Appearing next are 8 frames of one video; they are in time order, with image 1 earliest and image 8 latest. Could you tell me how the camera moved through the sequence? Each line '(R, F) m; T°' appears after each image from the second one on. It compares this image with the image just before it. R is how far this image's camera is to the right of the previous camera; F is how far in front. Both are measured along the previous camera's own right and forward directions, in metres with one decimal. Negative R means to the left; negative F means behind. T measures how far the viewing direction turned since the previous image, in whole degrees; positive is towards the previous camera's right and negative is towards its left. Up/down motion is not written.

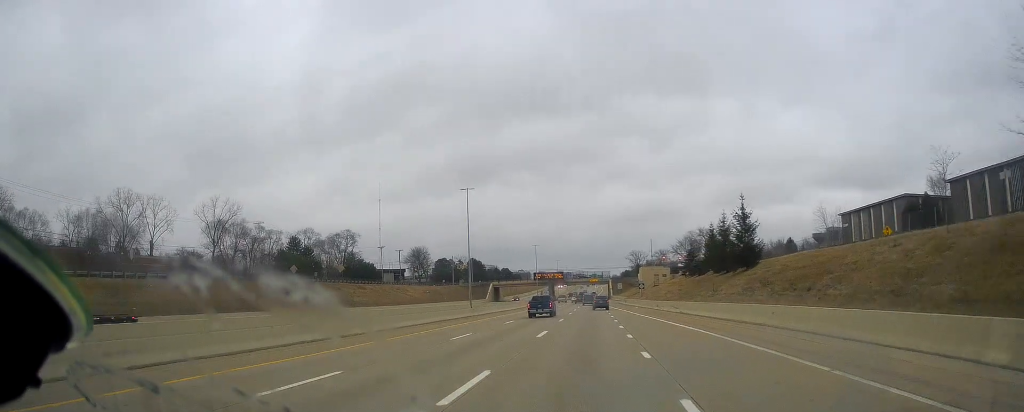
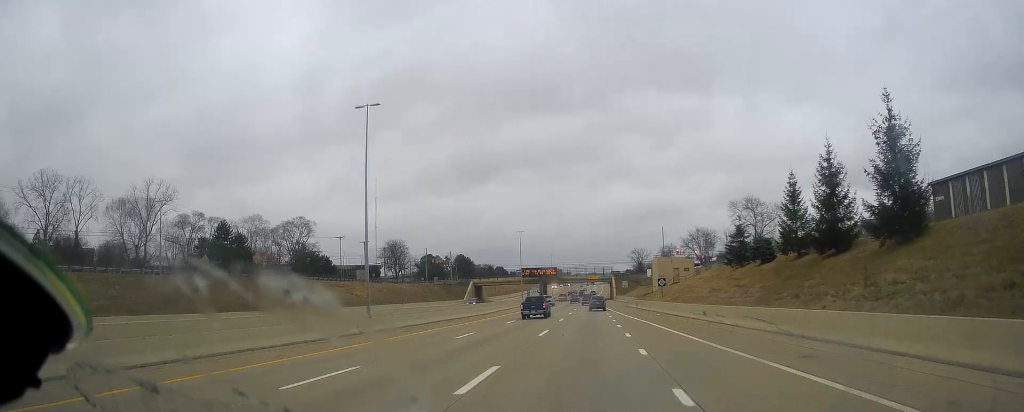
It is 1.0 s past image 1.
(+0.3, +29.3) m; 0°
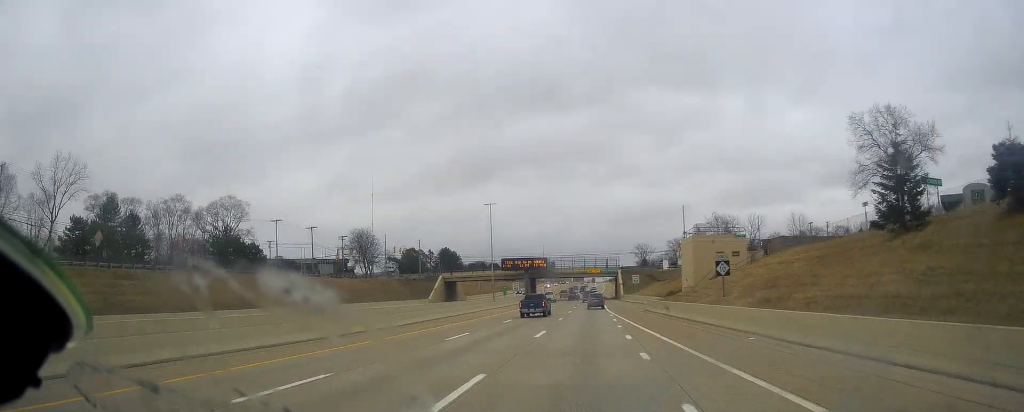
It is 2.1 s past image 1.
(-0.2, +32.0) m; 0°
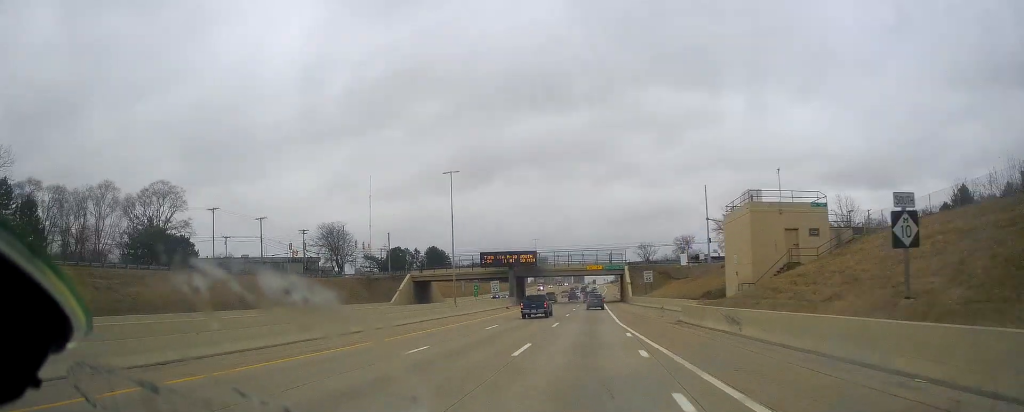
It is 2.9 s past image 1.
(+0.1, +22.2) m; 0°
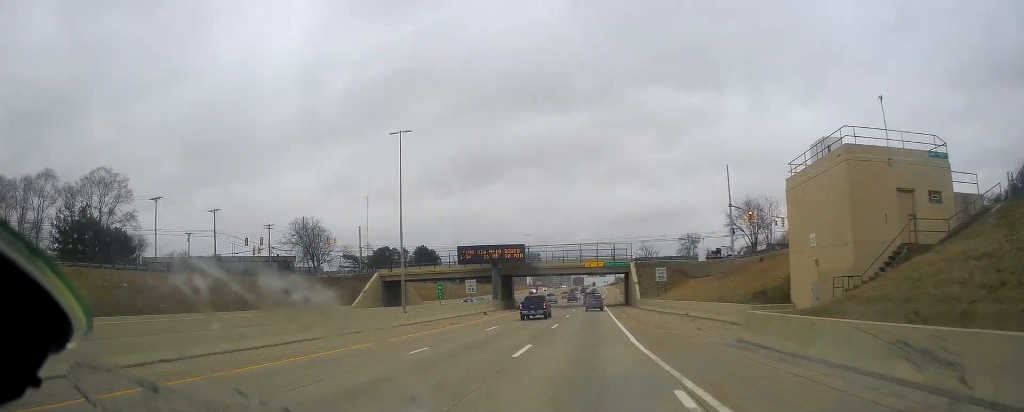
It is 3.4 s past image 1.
(+0.2, +15.4) m; 0°
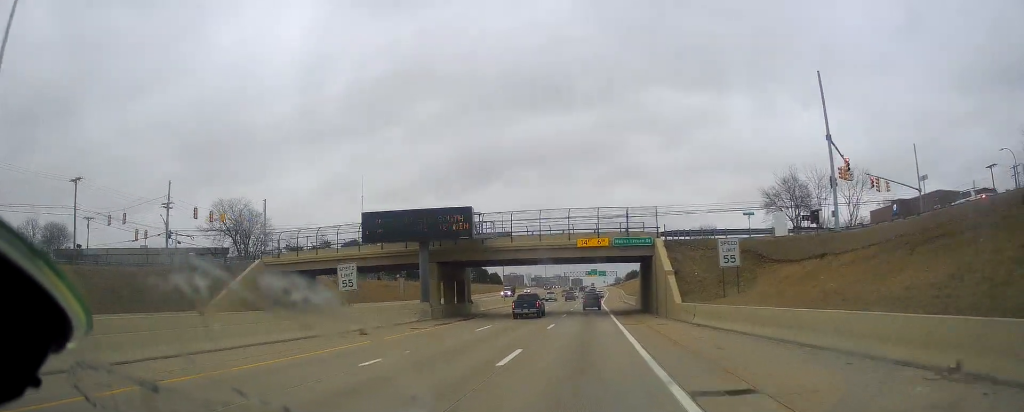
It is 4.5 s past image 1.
(-0.5, +32.7) m; -1°
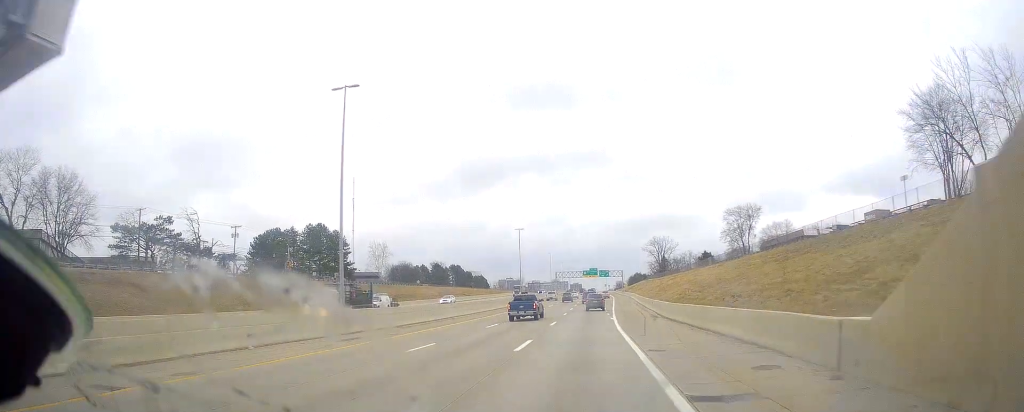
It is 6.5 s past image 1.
(+0.7, +56.8) m; +1°
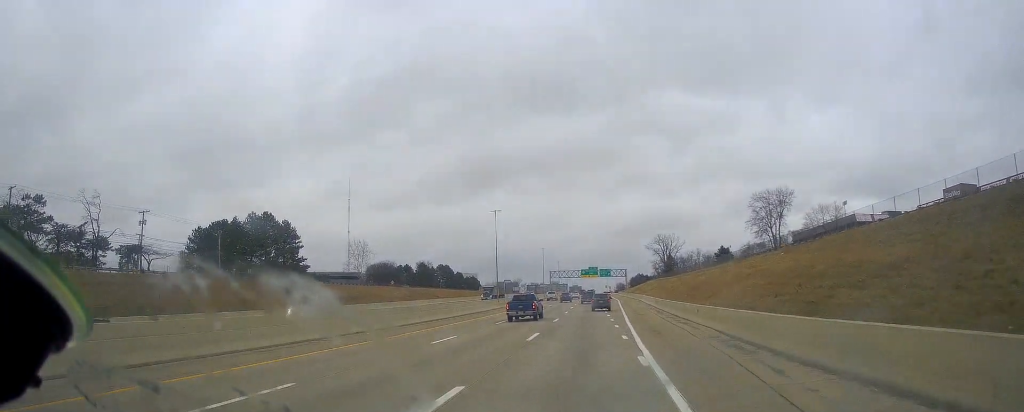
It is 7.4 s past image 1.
(-0.5, +26.2) m; 0°
